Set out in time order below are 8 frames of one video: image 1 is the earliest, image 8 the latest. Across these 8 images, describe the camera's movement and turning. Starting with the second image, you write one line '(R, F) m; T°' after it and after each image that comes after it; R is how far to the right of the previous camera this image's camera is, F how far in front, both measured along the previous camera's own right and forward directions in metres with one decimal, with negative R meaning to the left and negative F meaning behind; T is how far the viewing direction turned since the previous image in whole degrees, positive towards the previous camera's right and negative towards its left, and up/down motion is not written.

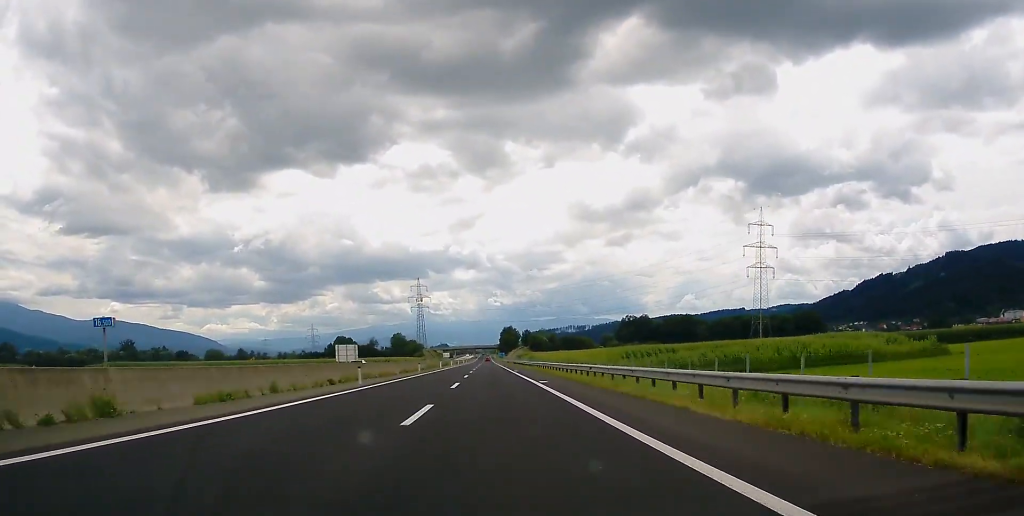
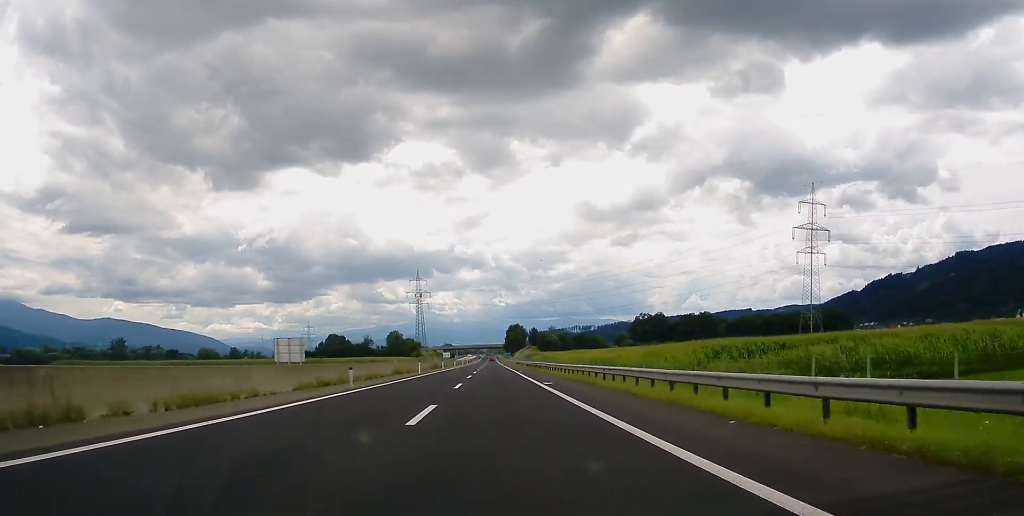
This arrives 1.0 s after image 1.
(-0.9, +35.9) m; 0°
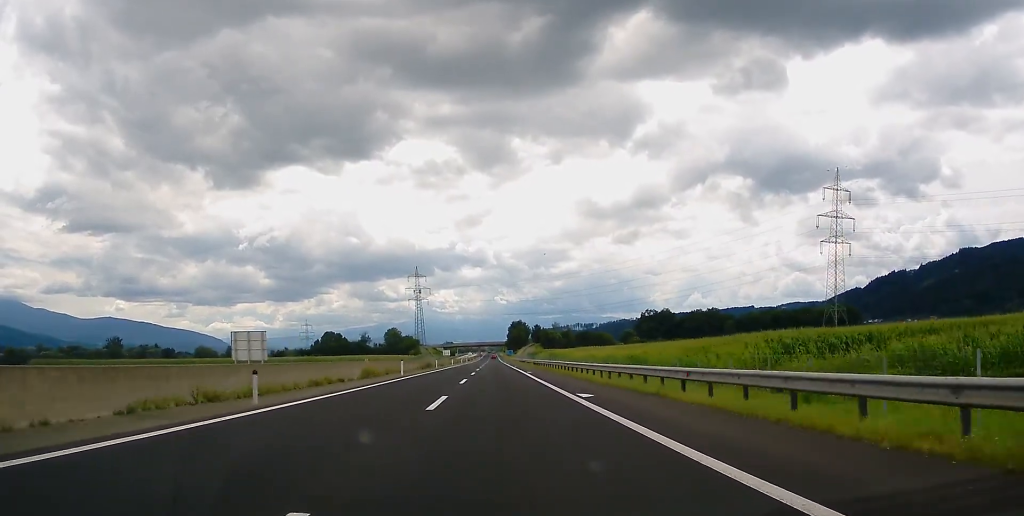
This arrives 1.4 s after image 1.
(+0.3, +14.3) m; 0°
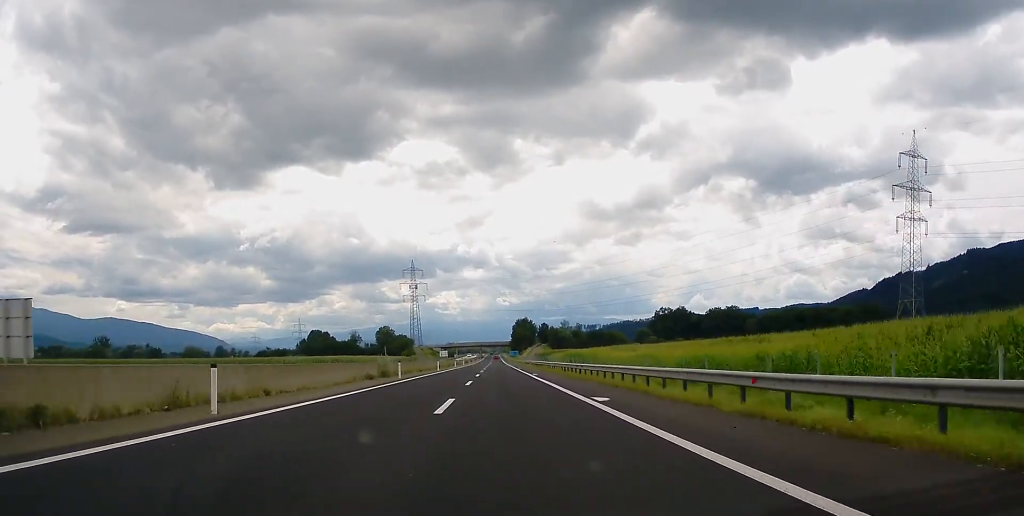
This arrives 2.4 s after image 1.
(0.0, +36.4) m; 0°
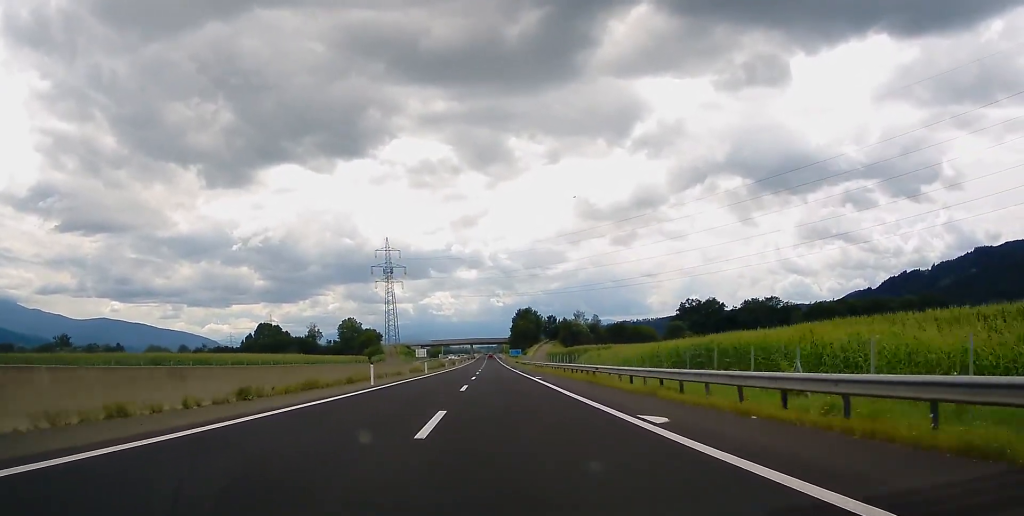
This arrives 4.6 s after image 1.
(-0.2, +77.1) m; 0°
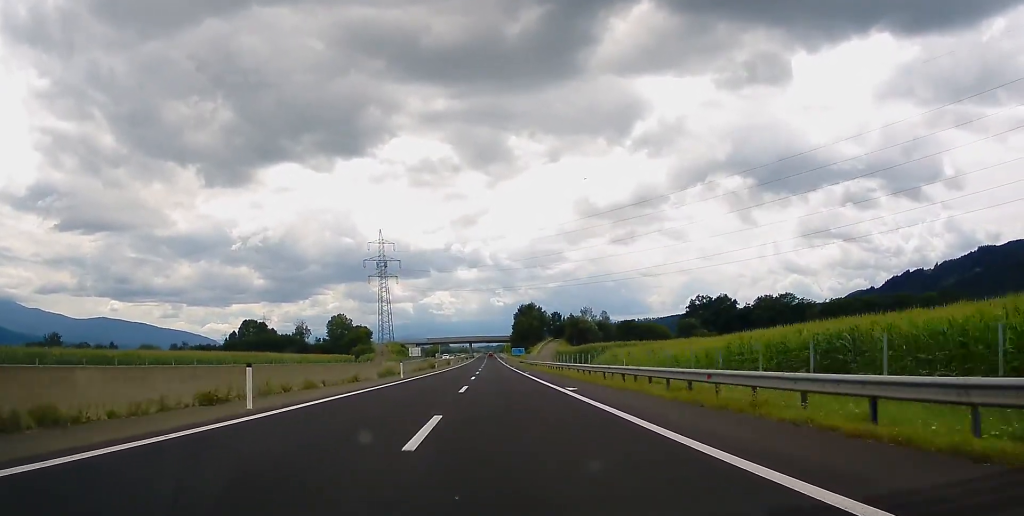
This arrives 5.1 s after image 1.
(-0.2, +19.7) m; 0°
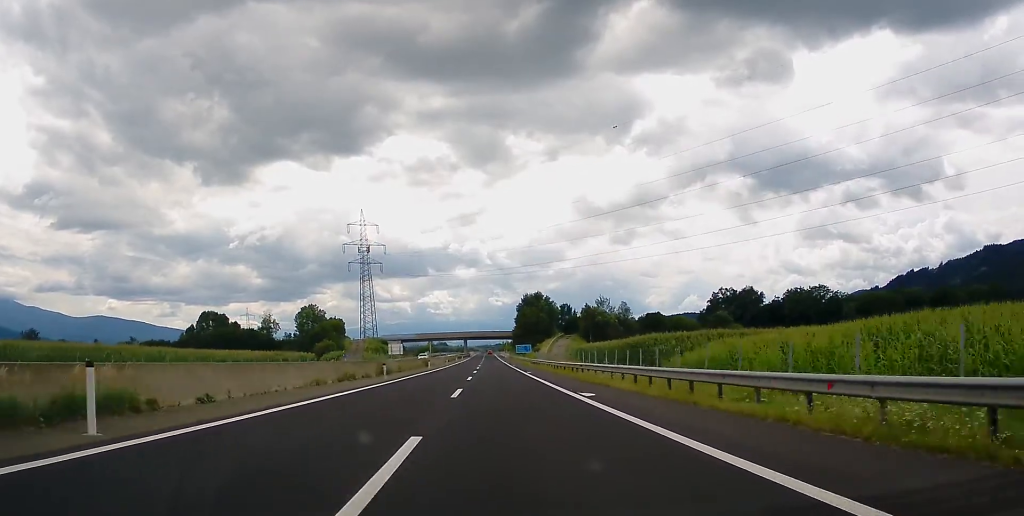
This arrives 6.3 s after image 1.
(+0.7, +40.1) m; +1°
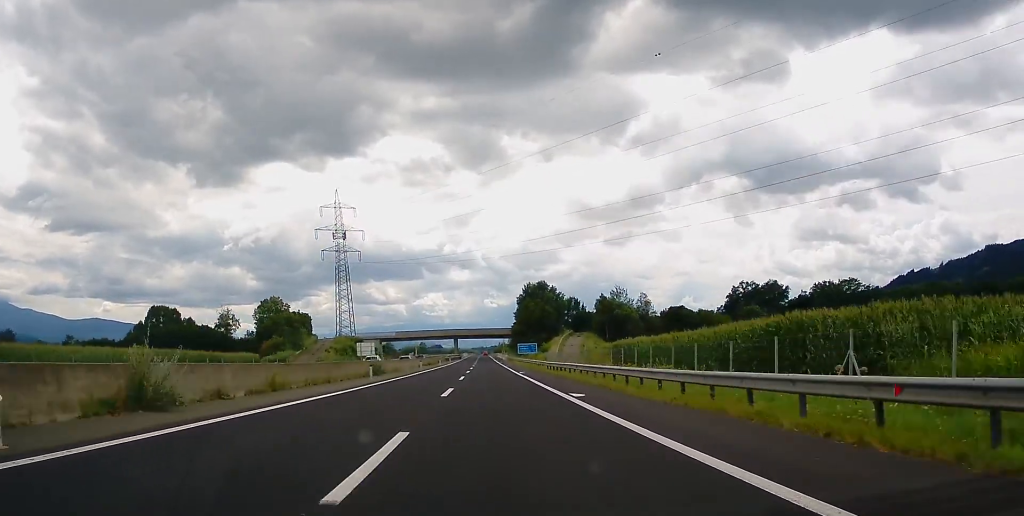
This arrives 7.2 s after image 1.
(+0.1, +34.9) m; 0°
